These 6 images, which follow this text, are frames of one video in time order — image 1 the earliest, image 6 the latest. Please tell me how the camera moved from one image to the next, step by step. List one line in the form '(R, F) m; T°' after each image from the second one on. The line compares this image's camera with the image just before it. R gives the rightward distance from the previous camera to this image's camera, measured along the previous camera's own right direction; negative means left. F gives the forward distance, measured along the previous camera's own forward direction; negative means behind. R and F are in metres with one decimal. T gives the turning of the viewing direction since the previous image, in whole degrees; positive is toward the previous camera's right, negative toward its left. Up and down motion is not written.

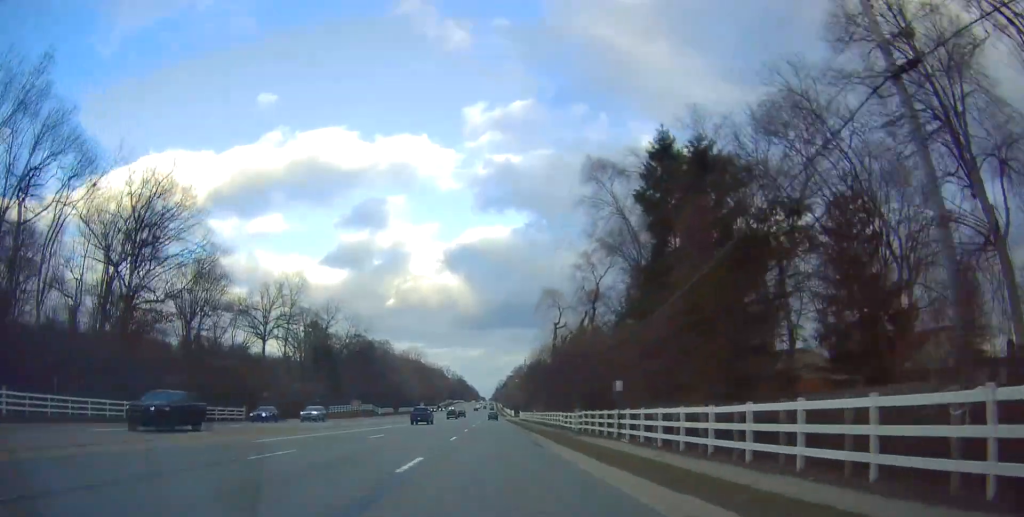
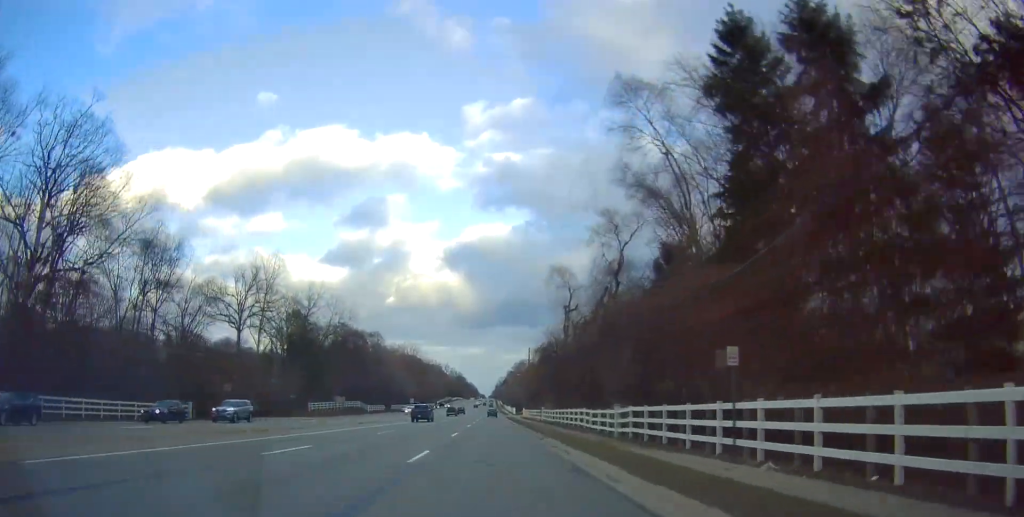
(+0.3, +13.1) m; 0°
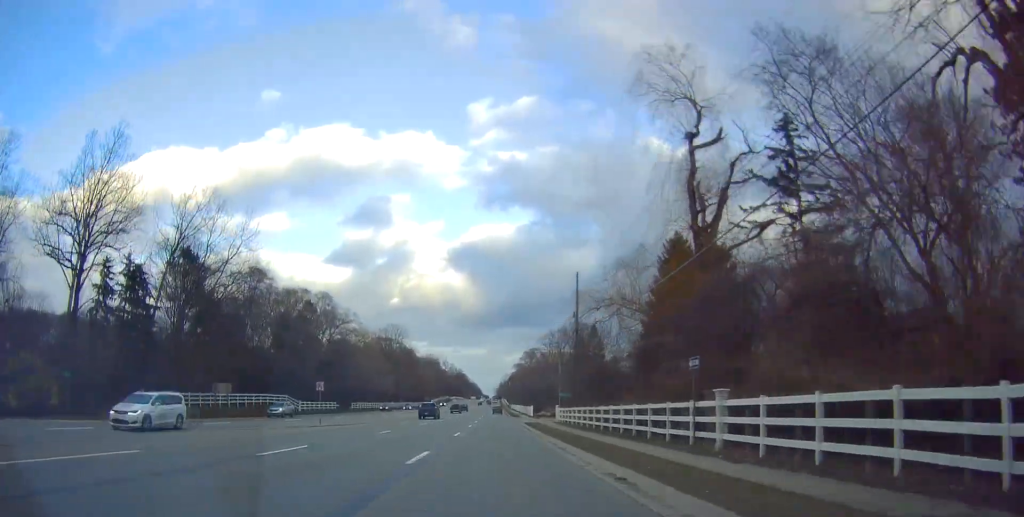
(+0.2, +52.0) m; +1°
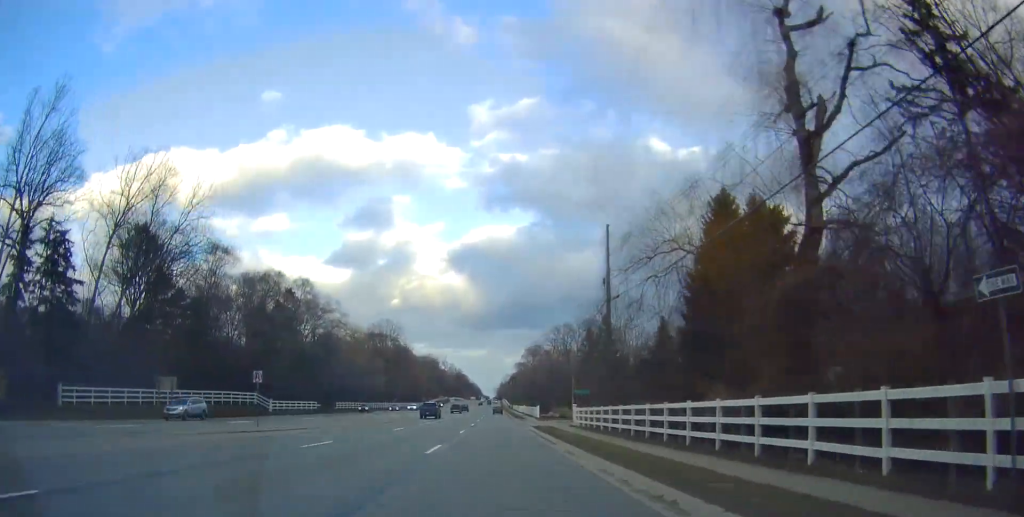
(0.0, +12.1) m; -1°
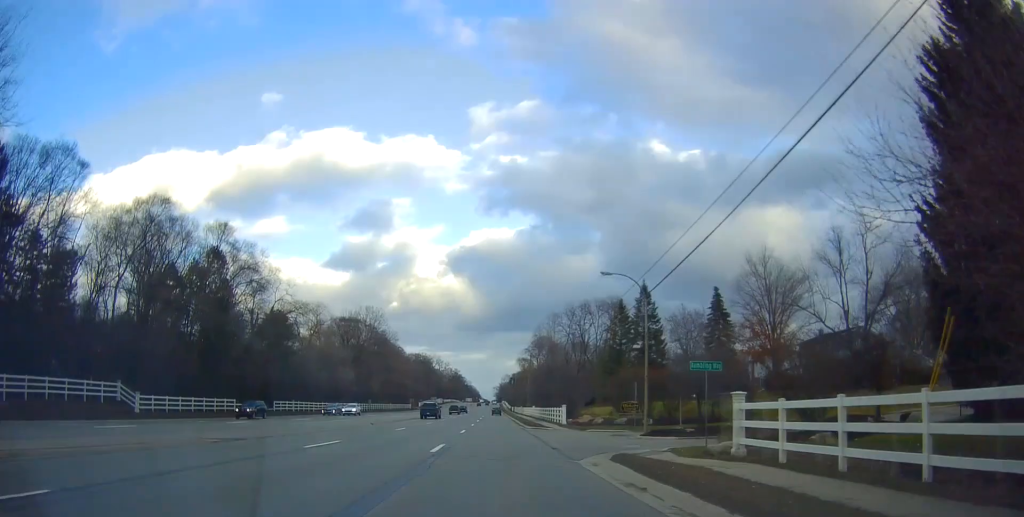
(-0.5, +30.6) m; -2°
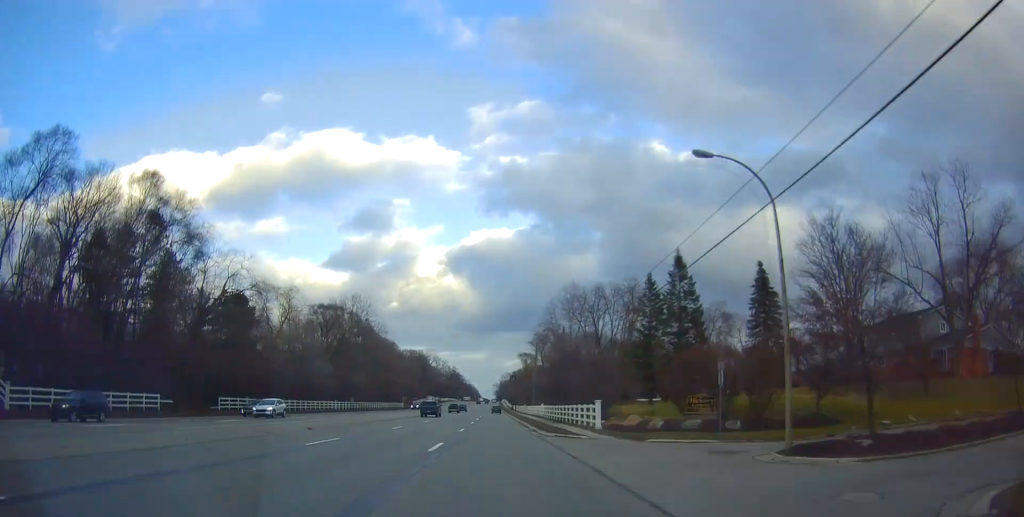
(-0.1, +16.2) m; 0°
